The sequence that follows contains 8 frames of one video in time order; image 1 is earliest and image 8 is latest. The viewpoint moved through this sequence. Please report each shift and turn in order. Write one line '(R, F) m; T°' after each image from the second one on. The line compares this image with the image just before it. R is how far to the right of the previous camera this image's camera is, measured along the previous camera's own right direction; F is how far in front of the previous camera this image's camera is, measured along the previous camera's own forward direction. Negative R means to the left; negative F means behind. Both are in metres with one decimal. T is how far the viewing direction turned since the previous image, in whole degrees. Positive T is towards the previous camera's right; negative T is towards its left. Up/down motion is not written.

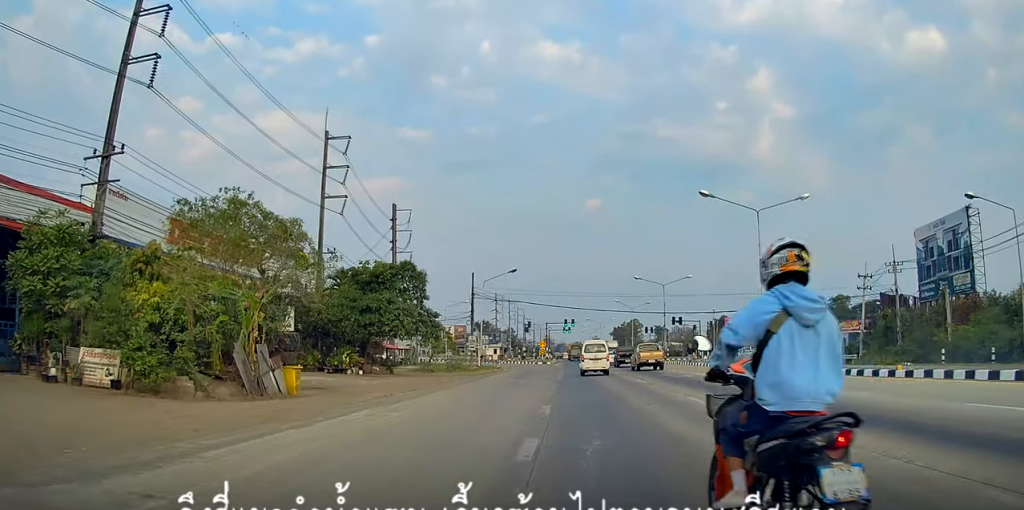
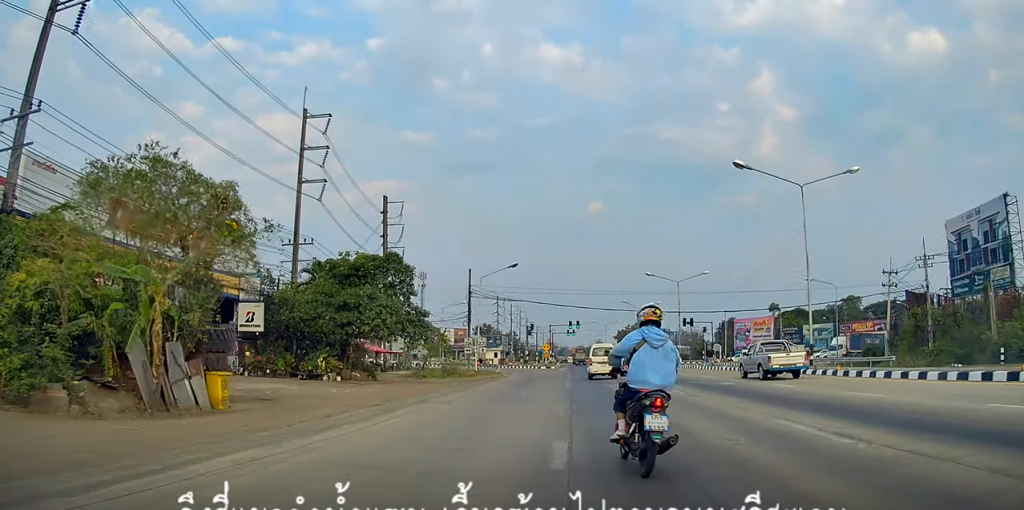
(0.0, +6.0) m; 0°
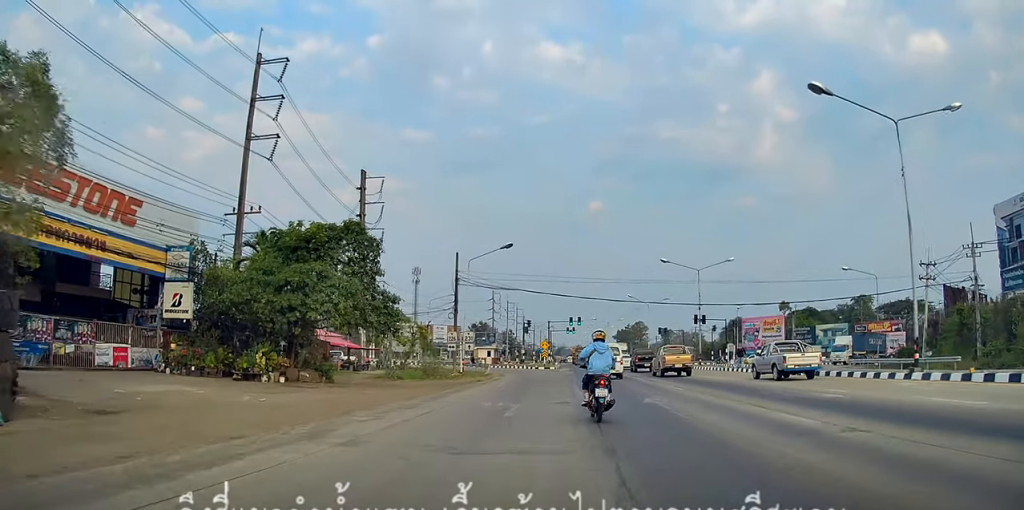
(0.0, +9.4) m; 0°
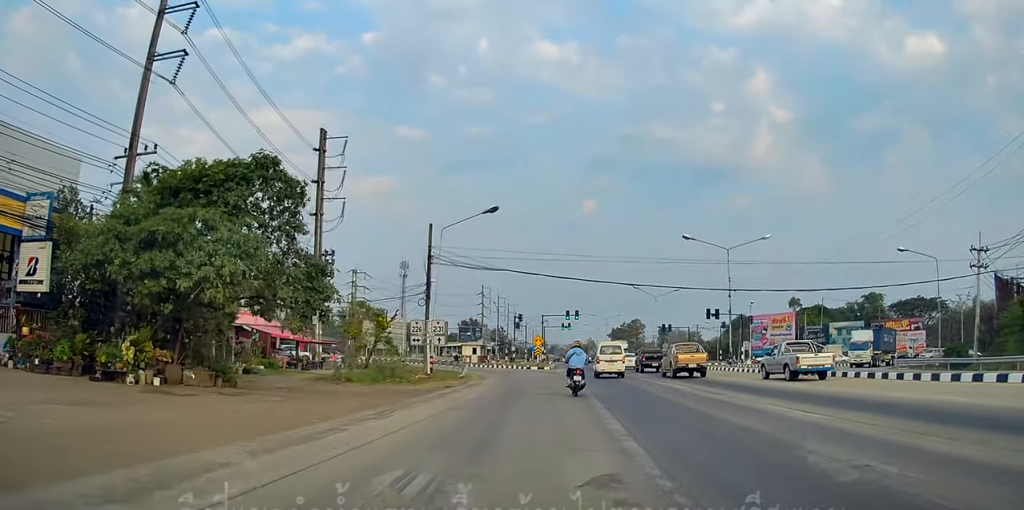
(+0.1, +10.9) m; +1°
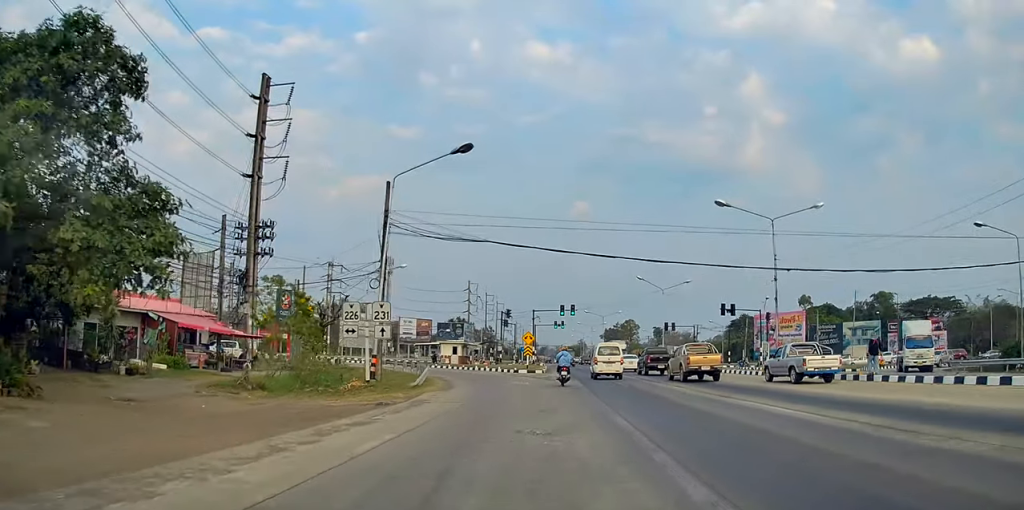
(+0.1, +11.4) m; +2°
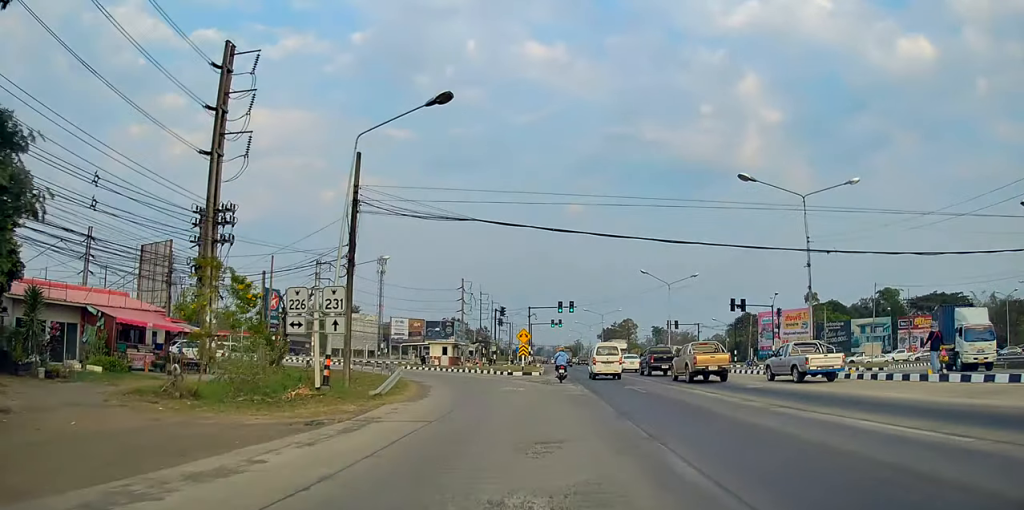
(-0.1, +5.2) m; +1°
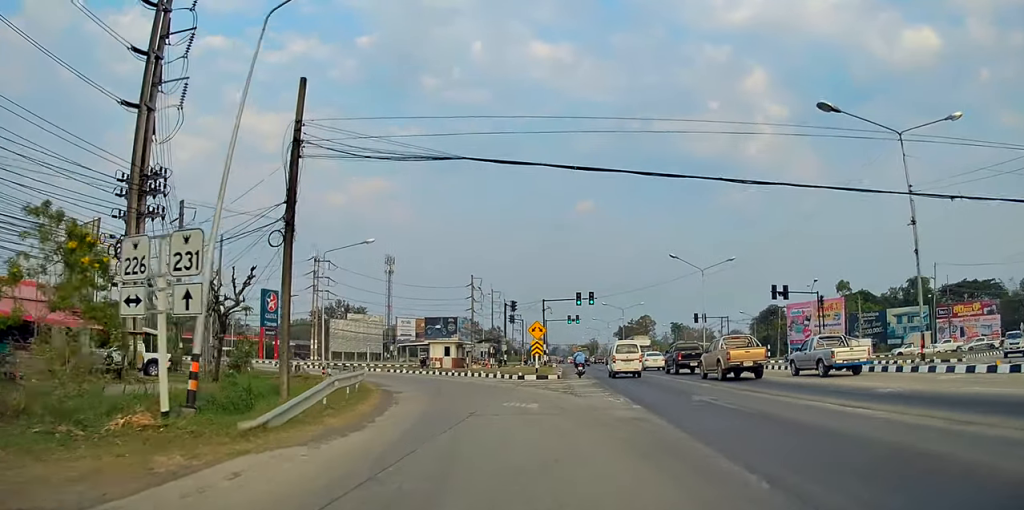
(+0.4, +9.2) m; 0°
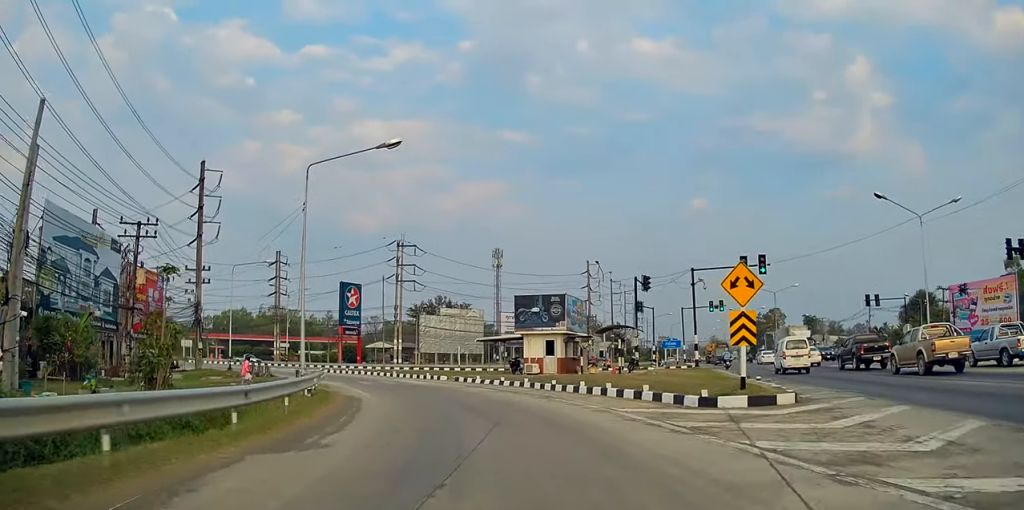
(-1.6, +22.5) m; -10°
